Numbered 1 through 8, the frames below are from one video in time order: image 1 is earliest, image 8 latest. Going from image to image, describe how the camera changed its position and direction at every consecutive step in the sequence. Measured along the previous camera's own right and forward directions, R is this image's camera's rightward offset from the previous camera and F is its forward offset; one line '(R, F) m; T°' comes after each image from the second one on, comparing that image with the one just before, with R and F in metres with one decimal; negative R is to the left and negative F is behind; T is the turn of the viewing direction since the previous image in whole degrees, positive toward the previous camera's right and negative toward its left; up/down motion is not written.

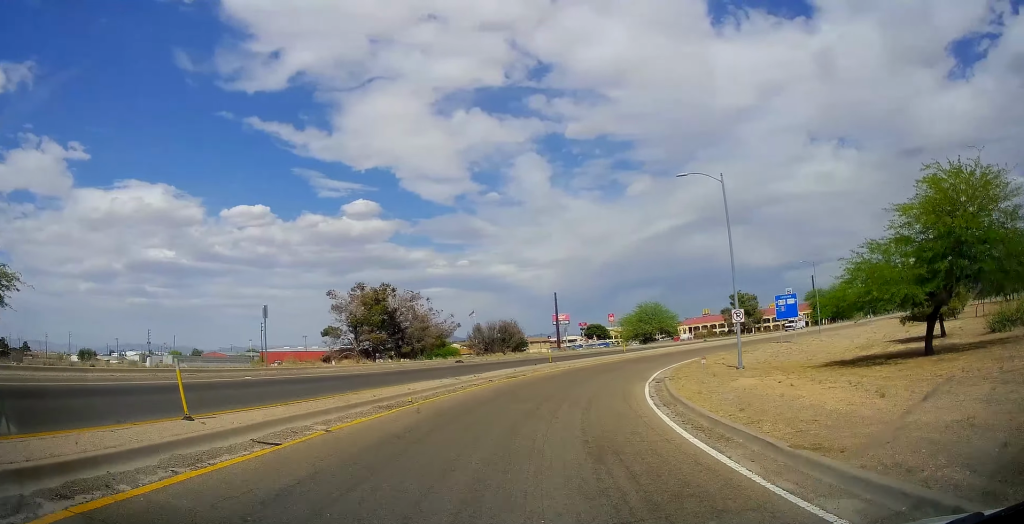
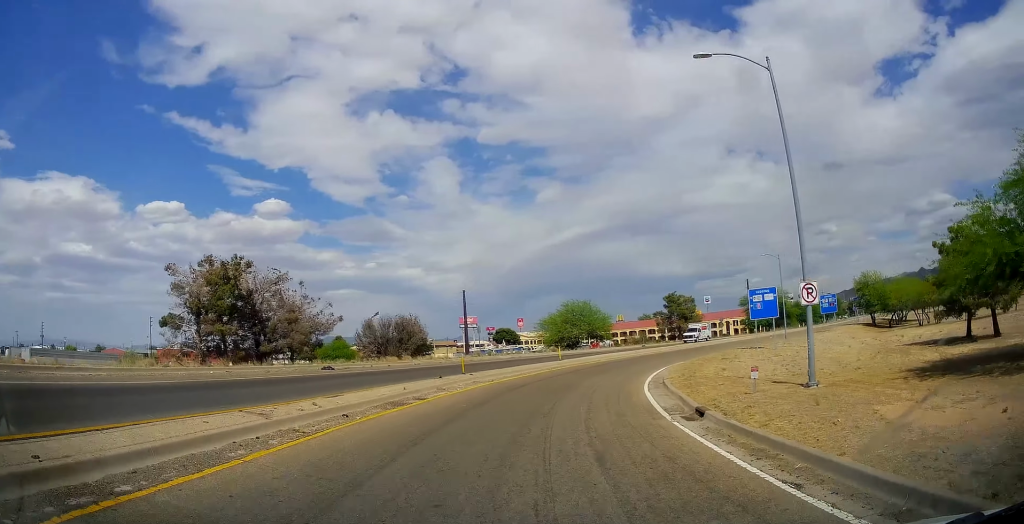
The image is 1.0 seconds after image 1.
(+0.9, +13.4) m; +9°
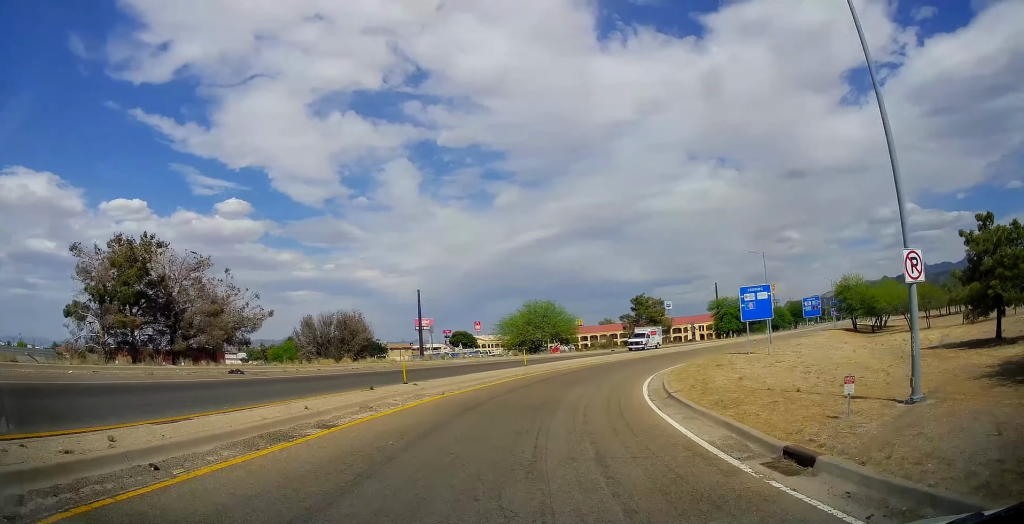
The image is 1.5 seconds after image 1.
(0.0, +6.1) m; +4°
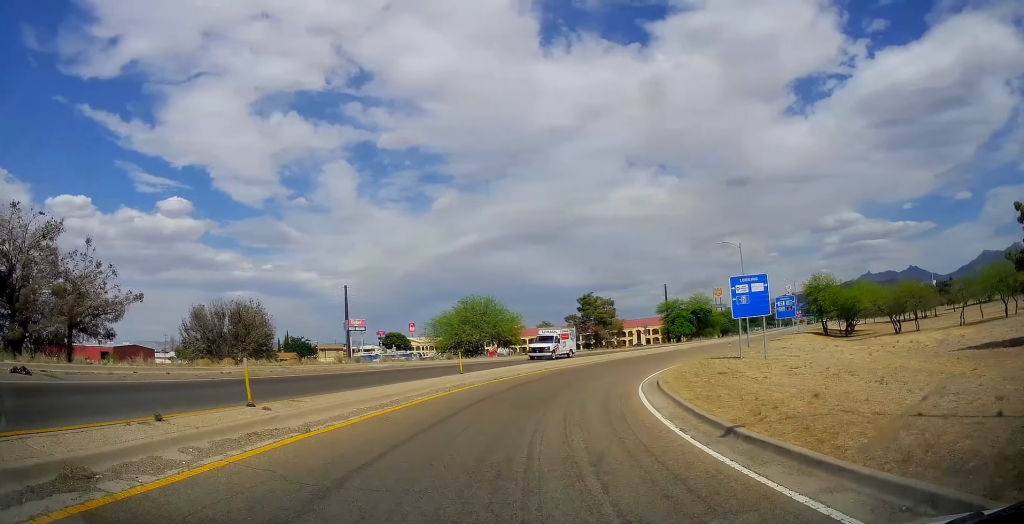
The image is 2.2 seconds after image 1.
(+0.7, +8.8) m; +5°
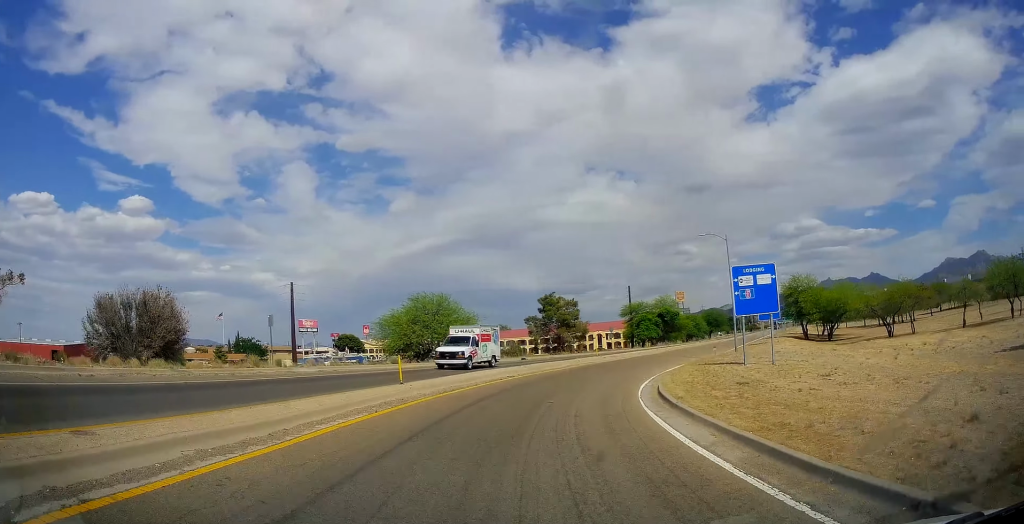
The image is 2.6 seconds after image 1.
(+0.2, +6.2) m; +4°
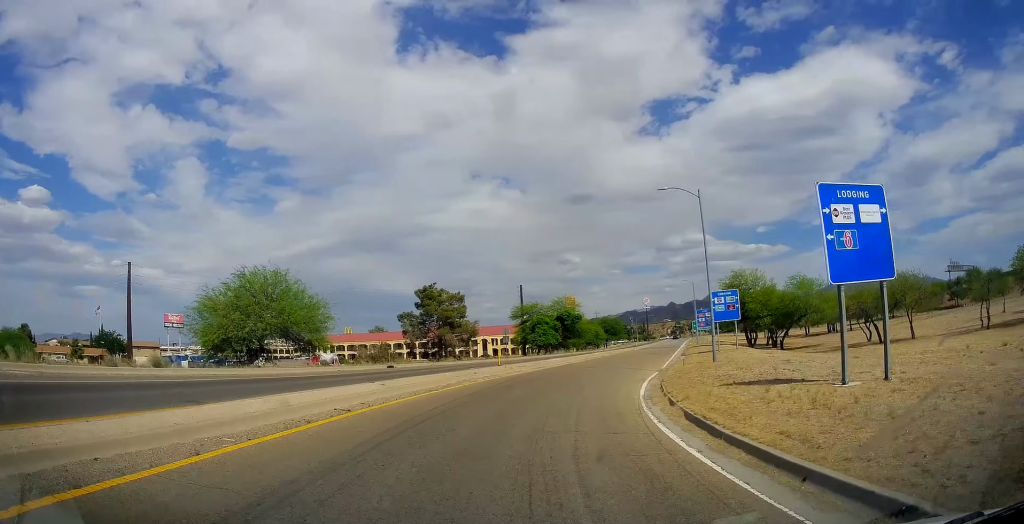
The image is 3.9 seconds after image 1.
(+1.6, +16.5) m; +12°
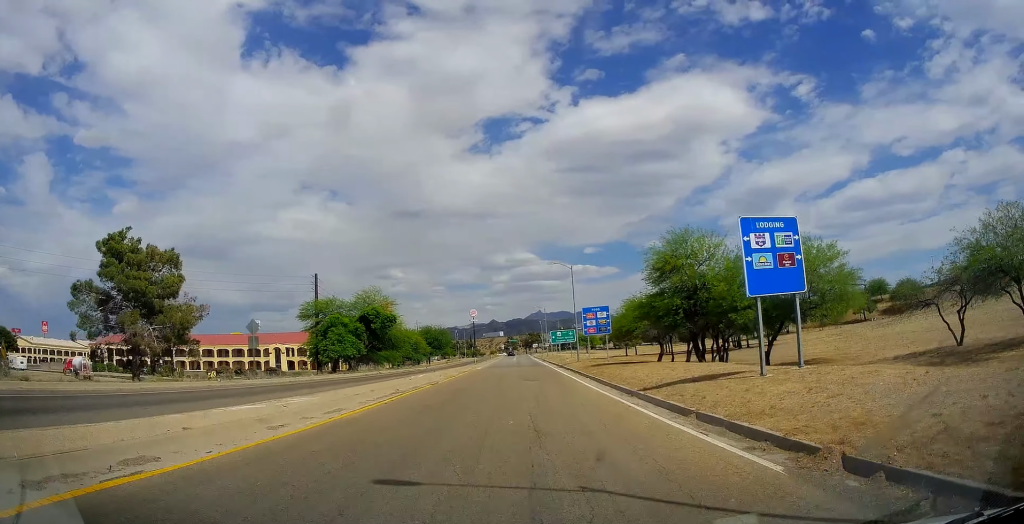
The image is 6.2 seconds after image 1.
(+5.6, +31.6) m; +20°
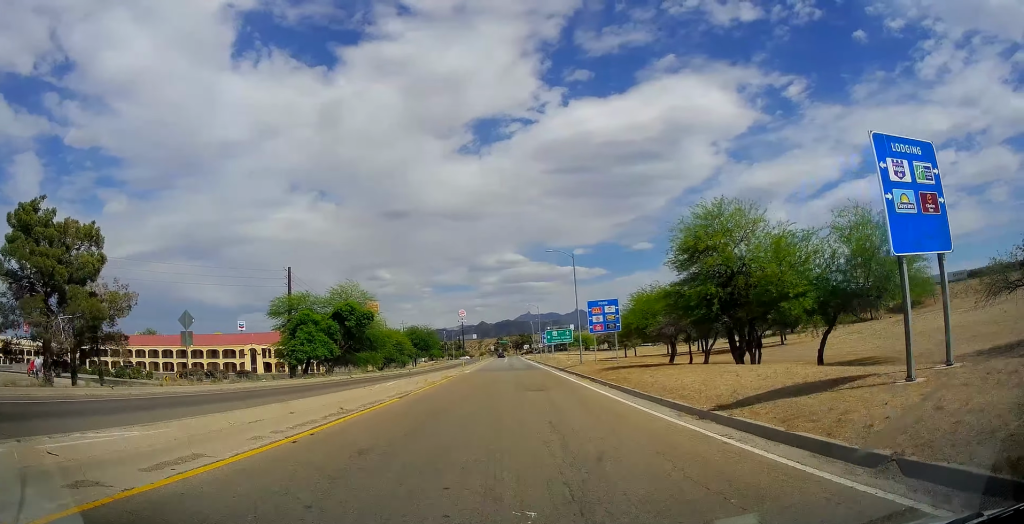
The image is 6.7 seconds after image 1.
(+0.4, +7.6) m; +3°
